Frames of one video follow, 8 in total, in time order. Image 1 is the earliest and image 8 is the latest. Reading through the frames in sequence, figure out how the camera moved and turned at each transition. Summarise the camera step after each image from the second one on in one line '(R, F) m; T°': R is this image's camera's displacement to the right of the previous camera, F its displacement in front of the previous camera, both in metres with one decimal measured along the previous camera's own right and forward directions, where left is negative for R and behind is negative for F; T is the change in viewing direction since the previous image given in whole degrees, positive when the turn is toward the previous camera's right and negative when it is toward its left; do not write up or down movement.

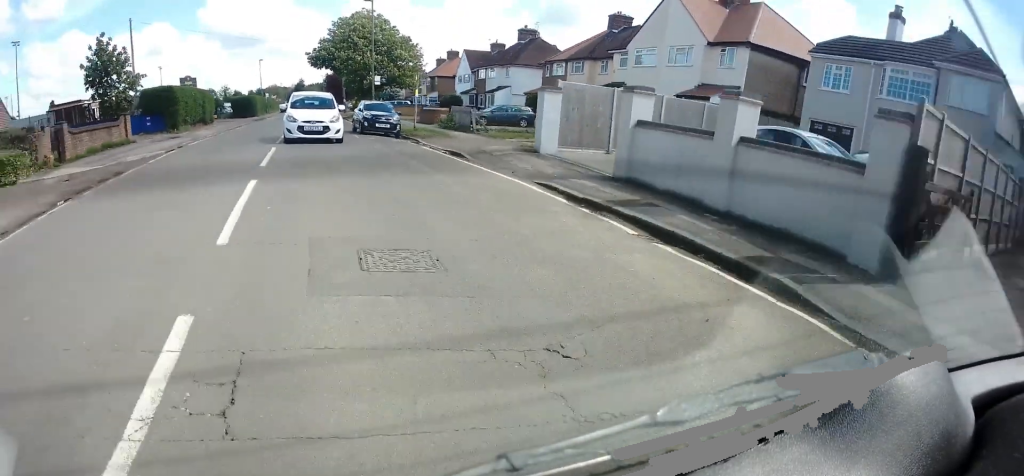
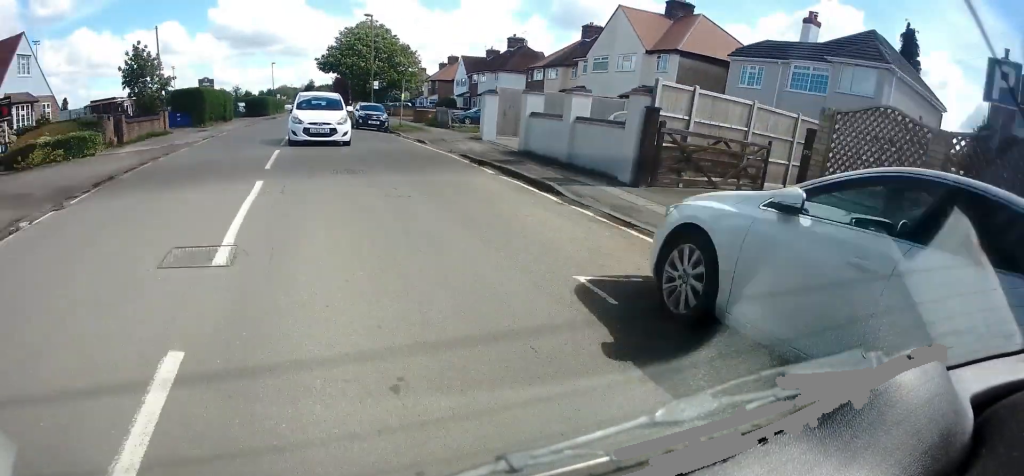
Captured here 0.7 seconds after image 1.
(-0.1, +5.5) m; 0°
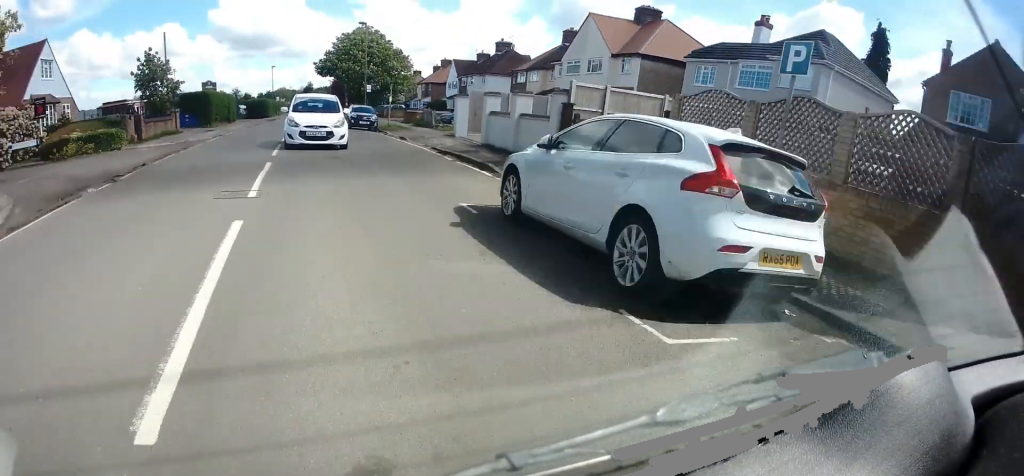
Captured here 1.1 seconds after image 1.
(0.0, +3.3) m; +1°
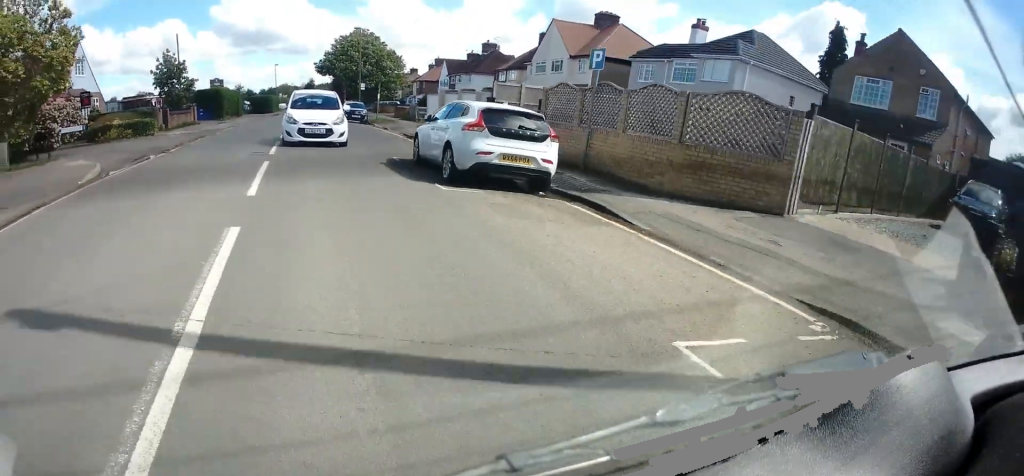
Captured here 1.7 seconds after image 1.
(+0.1, +5.5) m; 0°
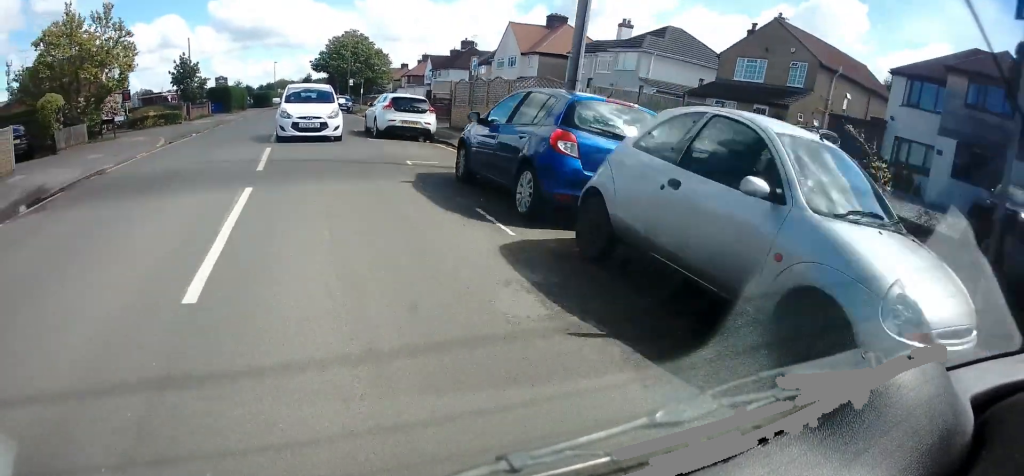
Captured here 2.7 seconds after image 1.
(0.0, +8.3) m; -1°
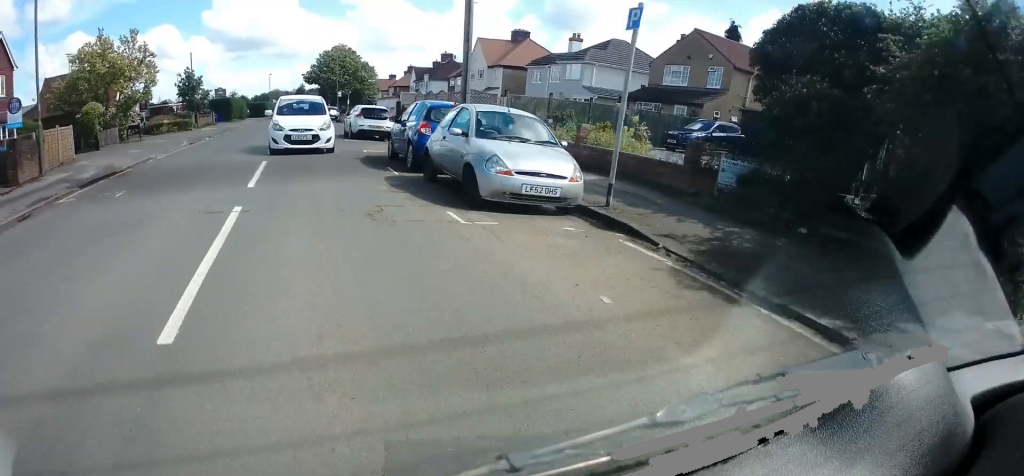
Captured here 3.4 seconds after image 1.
(-0.3, +5.9) m; -1°
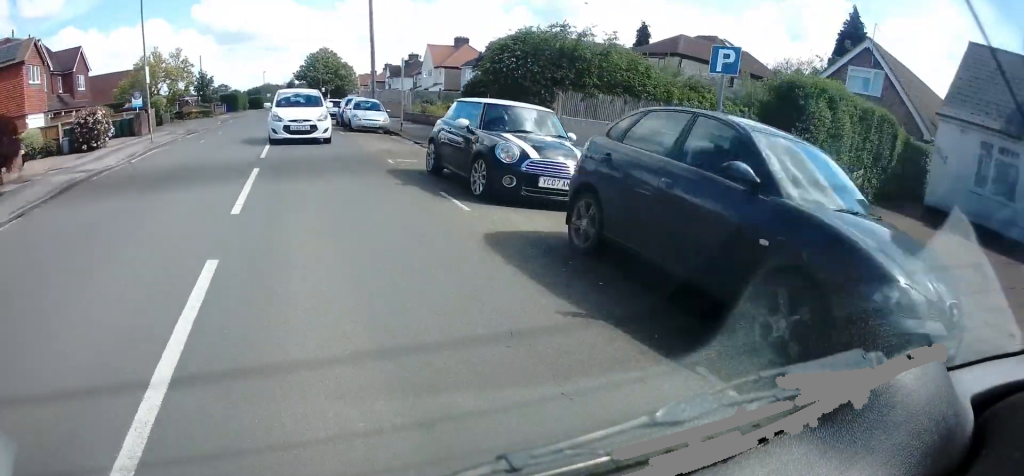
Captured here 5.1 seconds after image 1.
(+0.6, +16.1) m; +2°
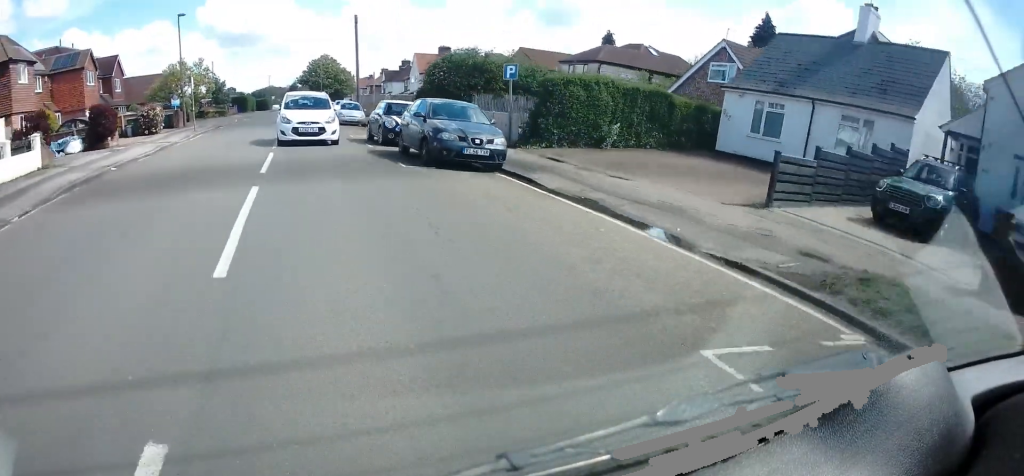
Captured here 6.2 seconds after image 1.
(0.0, +9.7) m; 0°
